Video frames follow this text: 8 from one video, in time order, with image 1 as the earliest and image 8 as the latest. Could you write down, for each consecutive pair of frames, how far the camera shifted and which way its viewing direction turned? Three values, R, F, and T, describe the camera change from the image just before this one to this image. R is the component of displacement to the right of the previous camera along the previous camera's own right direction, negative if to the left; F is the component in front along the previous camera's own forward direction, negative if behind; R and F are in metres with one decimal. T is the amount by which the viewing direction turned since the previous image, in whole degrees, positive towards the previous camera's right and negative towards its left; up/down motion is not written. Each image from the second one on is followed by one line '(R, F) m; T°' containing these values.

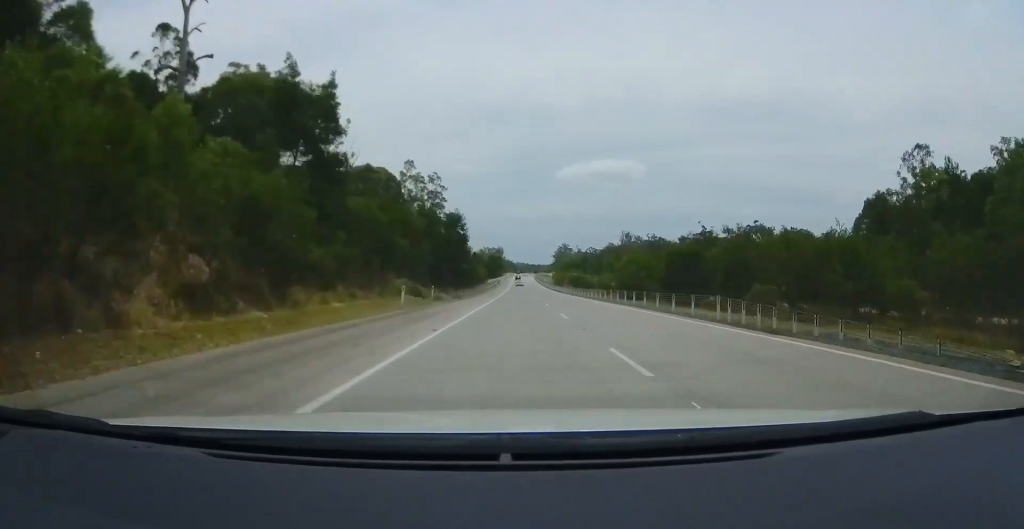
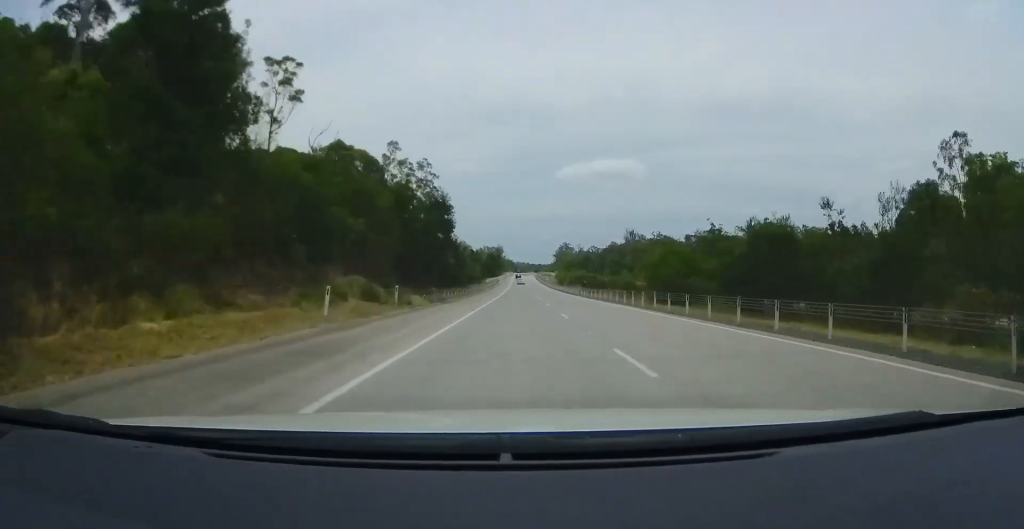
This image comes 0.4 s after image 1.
(+0.1, +12.0) m; 0°
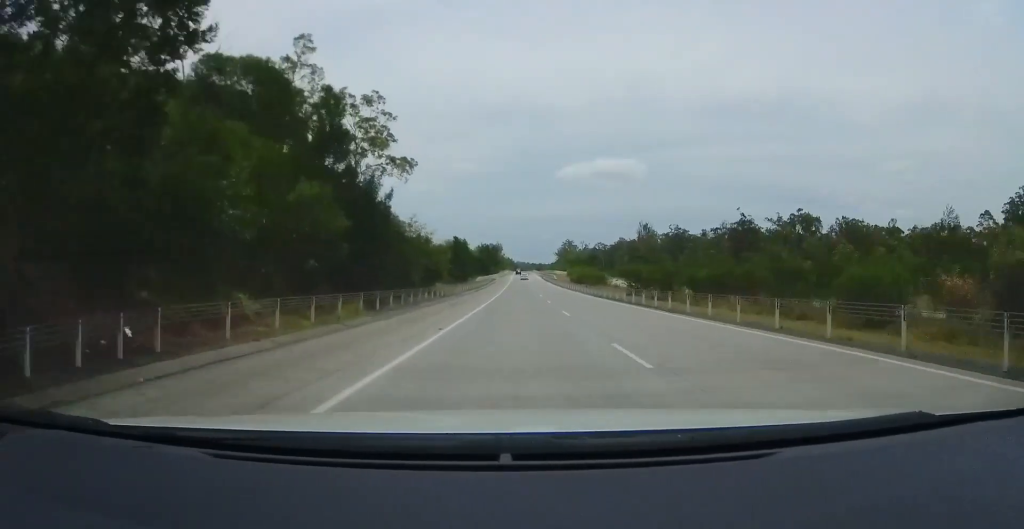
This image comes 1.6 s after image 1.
(-0.3, +34.6) m; -1°
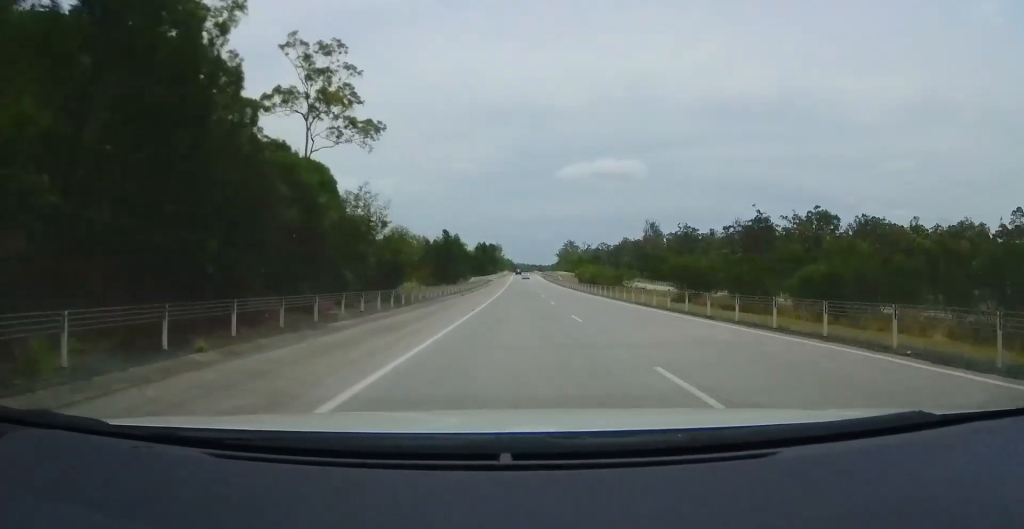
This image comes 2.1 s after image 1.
(0.0, +15.5) m; 0°
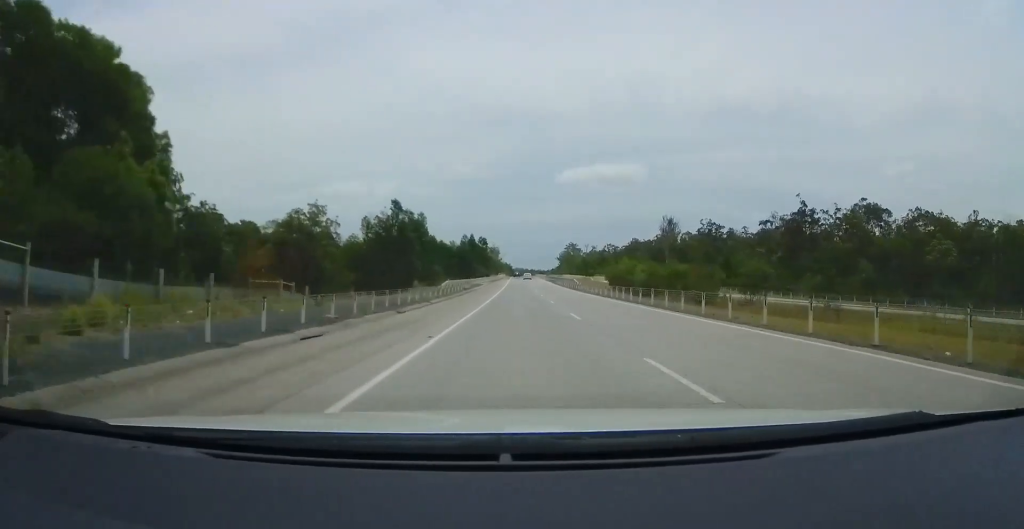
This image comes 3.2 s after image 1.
(-0.1, +34.6) m; 0°
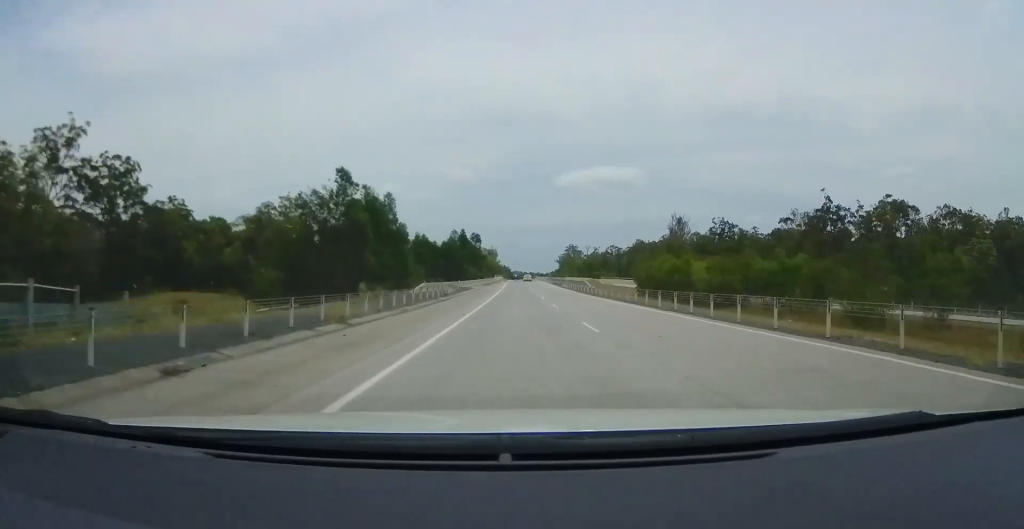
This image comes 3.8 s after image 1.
(0.0, +15.5) m; 0°
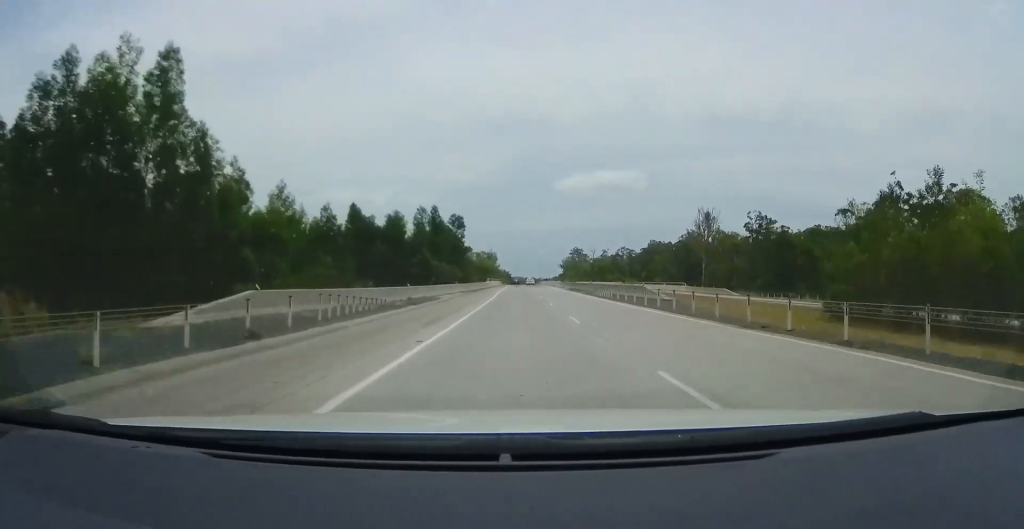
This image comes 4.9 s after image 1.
(+0.2, +33.4) m; 0°
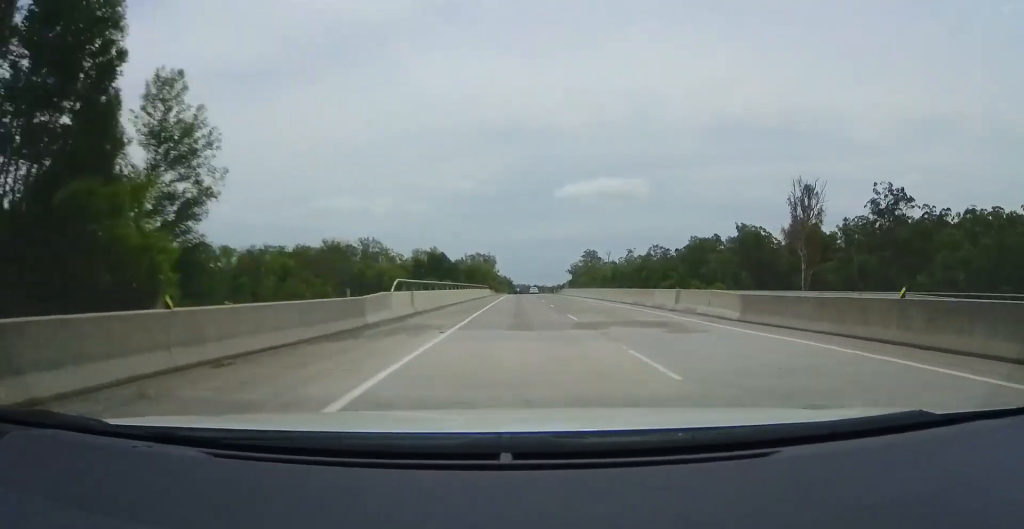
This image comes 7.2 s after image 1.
(-0.5, +68.9) m; -1°
